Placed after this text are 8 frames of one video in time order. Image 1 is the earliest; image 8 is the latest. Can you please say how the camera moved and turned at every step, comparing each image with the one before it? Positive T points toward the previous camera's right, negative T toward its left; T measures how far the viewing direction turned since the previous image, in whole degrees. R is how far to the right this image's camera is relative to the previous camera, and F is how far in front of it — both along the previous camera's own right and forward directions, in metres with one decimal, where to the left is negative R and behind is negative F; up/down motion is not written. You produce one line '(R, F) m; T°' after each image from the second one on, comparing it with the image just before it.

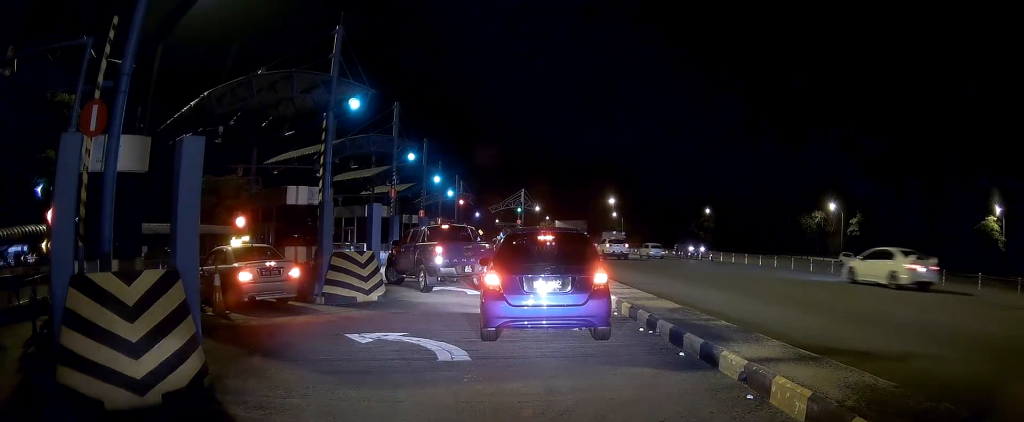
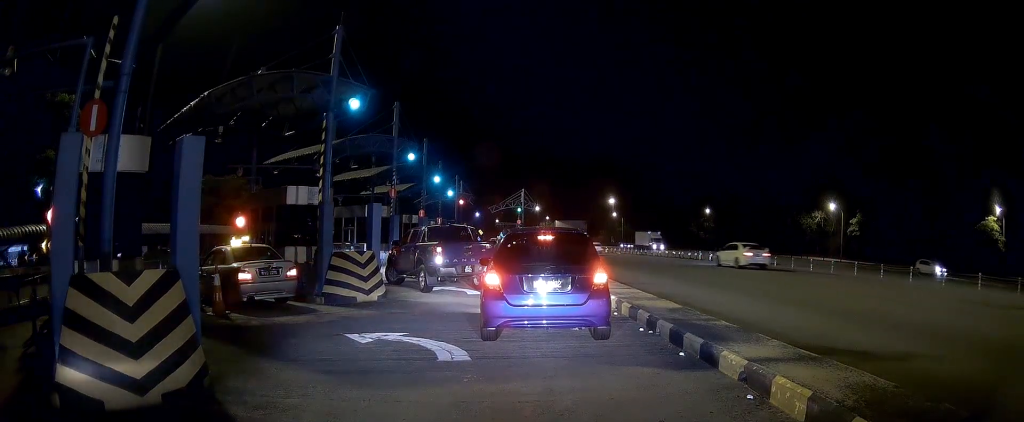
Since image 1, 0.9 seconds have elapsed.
(0.0, 0.0) m; 0°
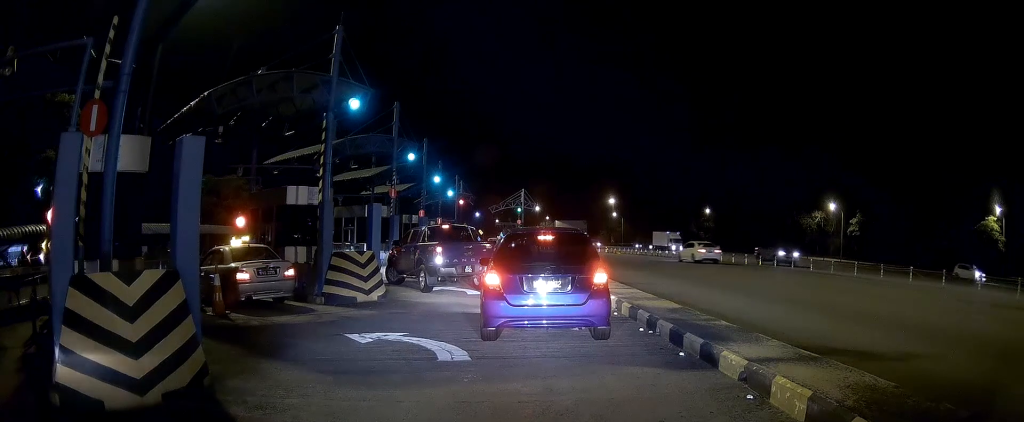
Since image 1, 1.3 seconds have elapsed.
(0.0, 0.0) m; 0°
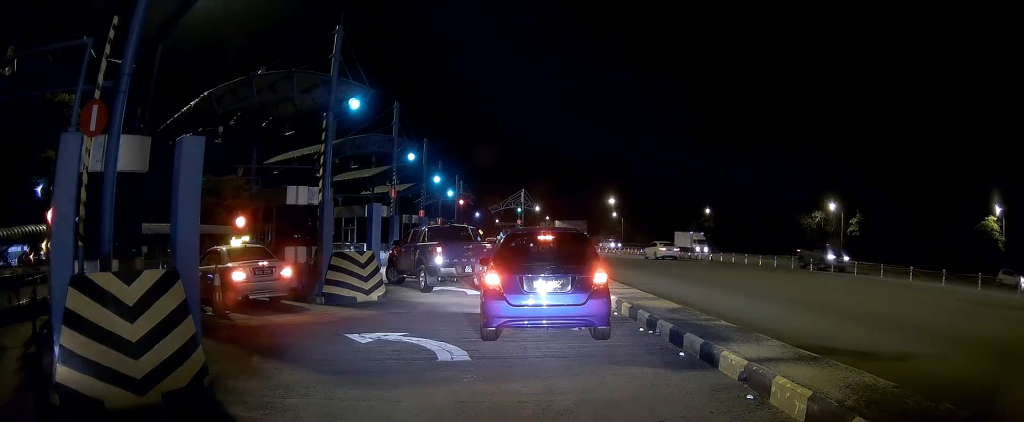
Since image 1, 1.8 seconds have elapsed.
(0.0, 0.0) m; 0°
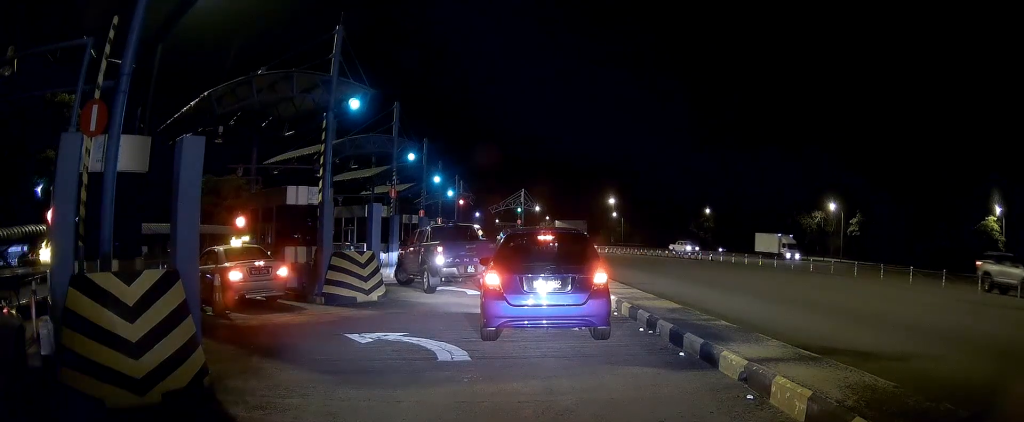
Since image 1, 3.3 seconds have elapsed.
(0.0, 0.0) m; 0°
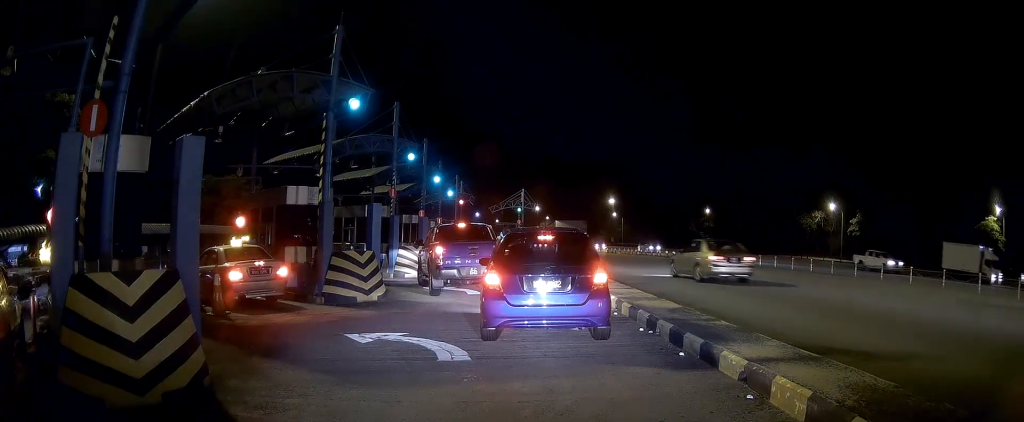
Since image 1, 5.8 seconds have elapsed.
(0.0, 0.0) m; 0°
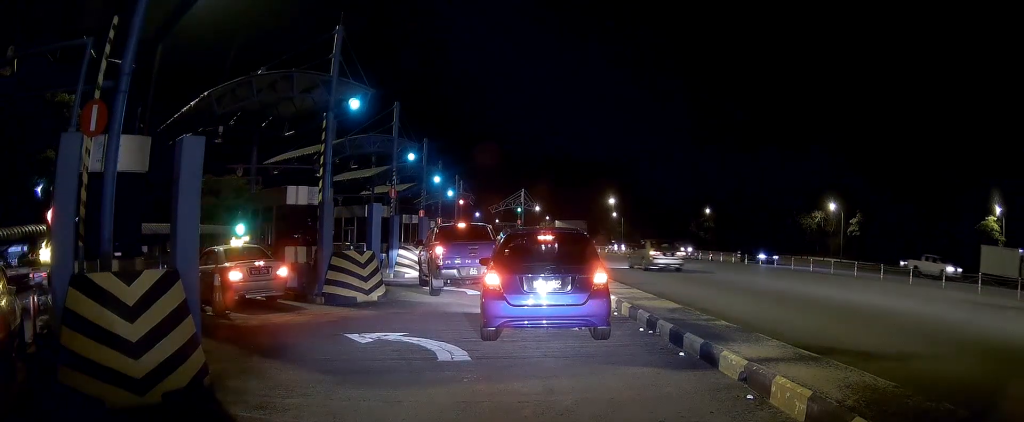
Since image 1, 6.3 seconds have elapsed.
(0.0, 0.0) m; 0°
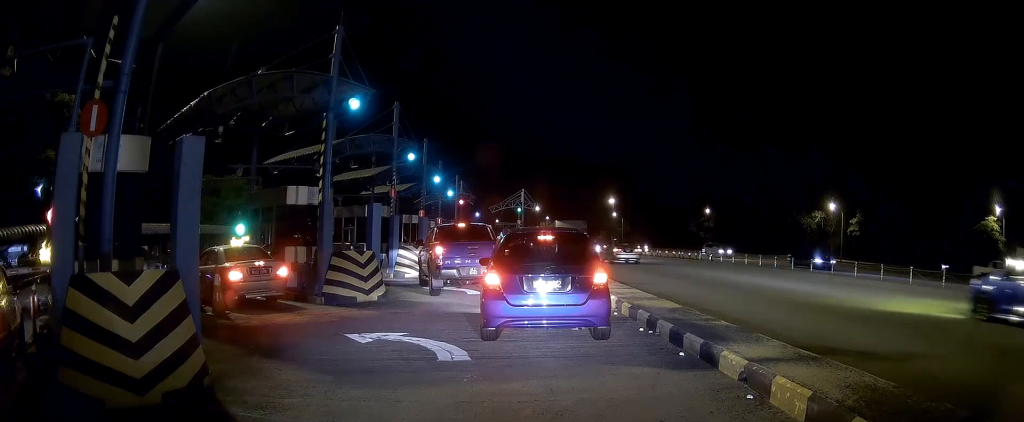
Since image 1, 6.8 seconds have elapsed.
(0.0, 0.0) m; 0°
